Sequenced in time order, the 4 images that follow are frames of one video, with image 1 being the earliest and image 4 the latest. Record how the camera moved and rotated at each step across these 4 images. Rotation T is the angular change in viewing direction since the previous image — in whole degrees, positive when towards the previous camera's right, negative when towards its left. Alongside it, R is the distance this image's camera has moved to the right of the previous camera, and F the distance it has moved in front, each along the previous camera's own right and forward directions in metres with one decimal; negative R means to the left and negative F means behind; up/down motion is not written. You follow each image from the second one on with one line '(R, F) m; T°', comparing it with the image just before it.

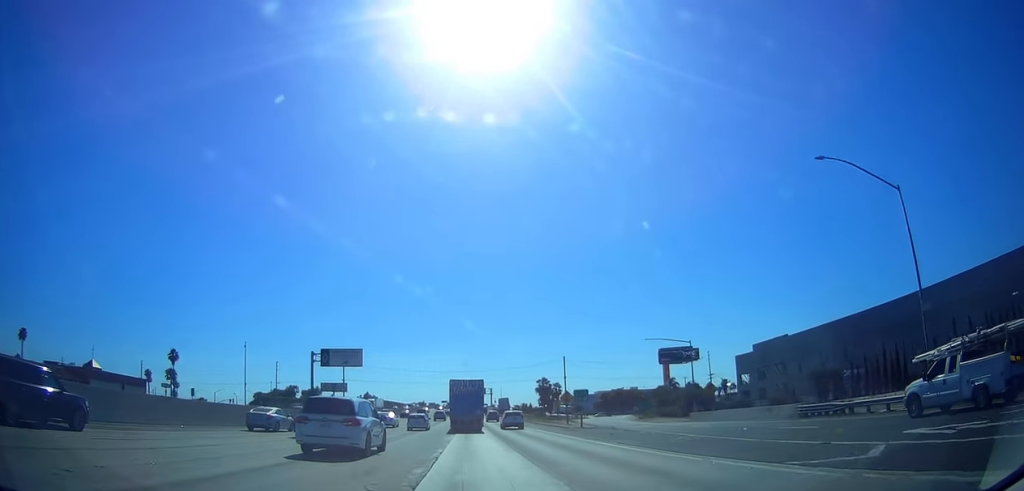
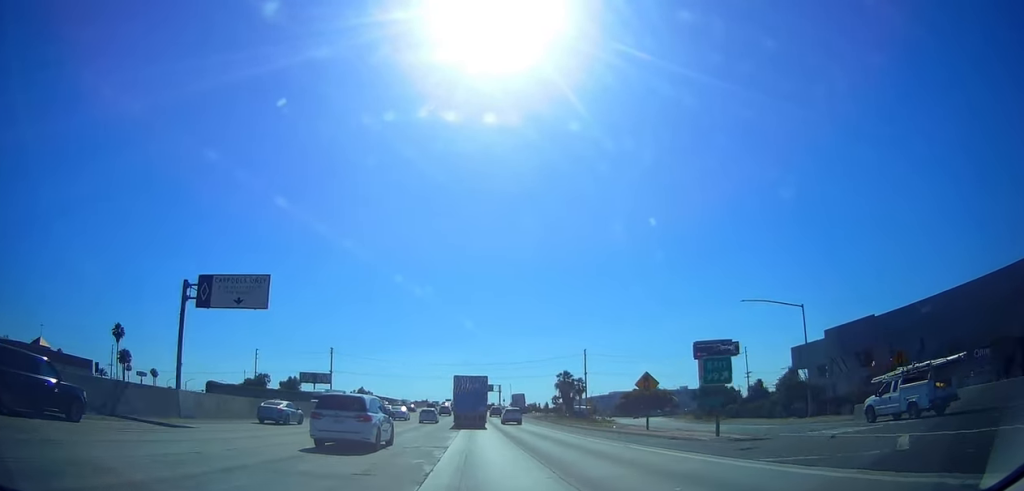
(0.0, +26.4) m; 0°
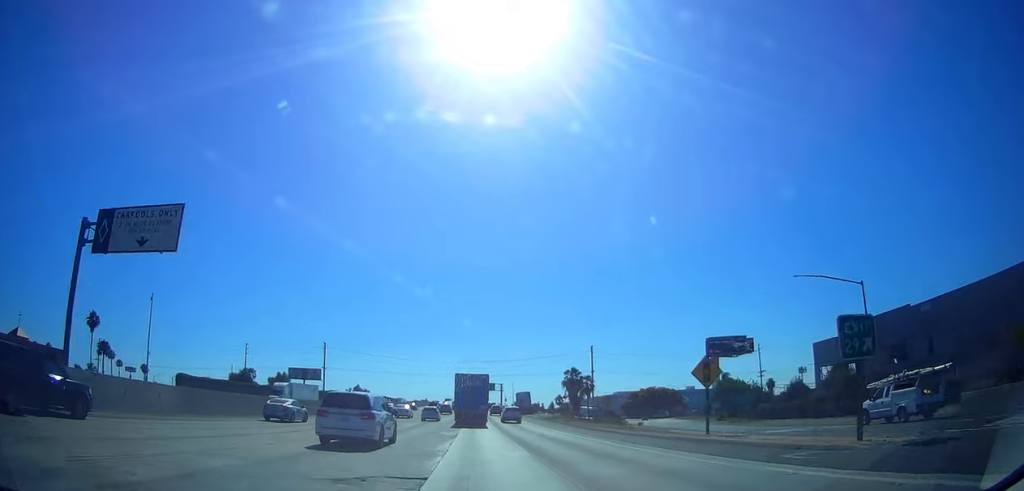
(0.0, +9.3) m; 0°
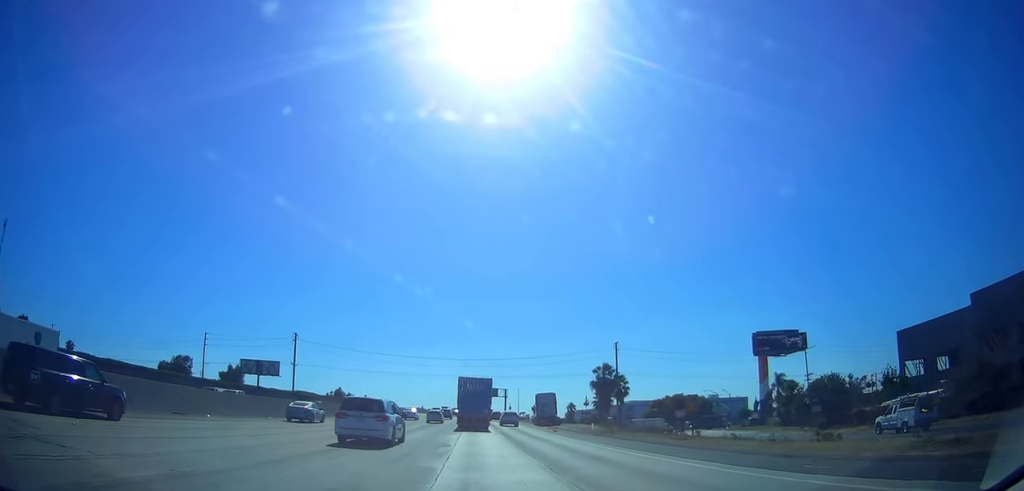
(0.0, +29.7) m; 0°
